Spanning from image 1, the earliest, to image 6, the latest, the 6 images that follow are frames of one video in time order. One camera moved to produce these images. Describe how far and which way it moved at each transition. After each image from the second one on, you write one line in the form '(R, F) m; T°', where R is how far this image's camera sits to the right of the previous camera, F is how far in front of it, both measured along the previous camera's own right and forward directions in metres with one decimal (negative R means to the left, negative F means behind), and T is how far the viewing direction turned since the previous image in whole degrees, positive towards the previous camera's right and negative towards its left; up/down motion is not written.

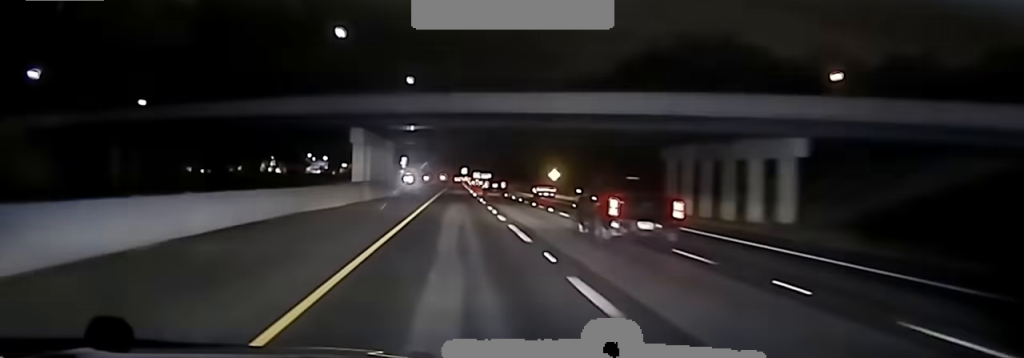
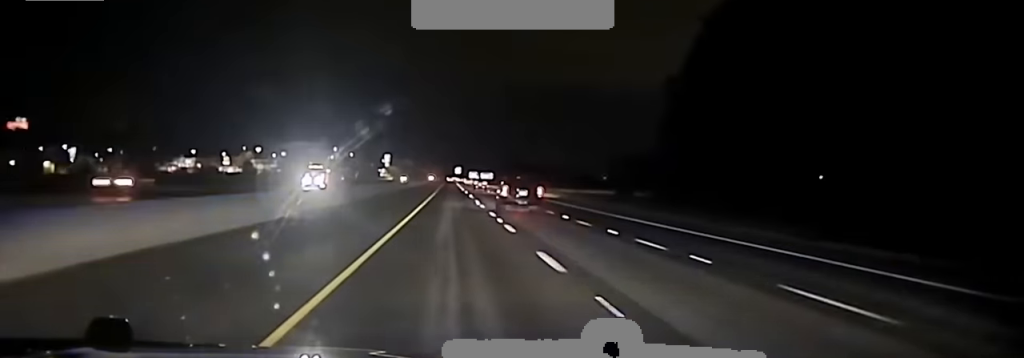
(-0.1, +135.4) m; +1°
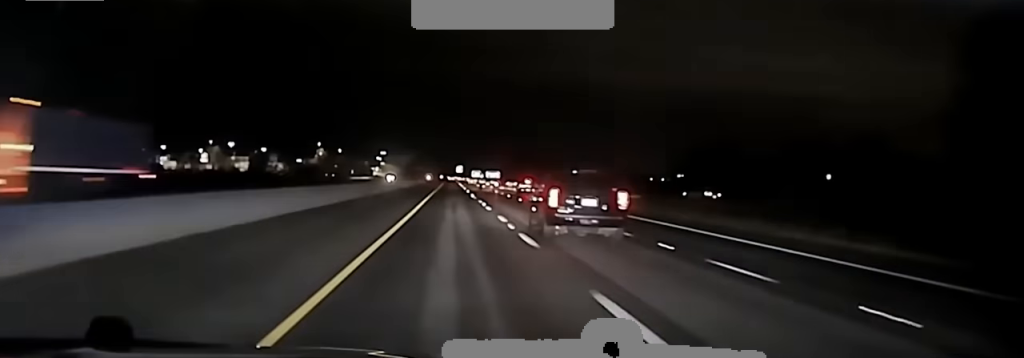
(+0.5, +61.1) m; 0°
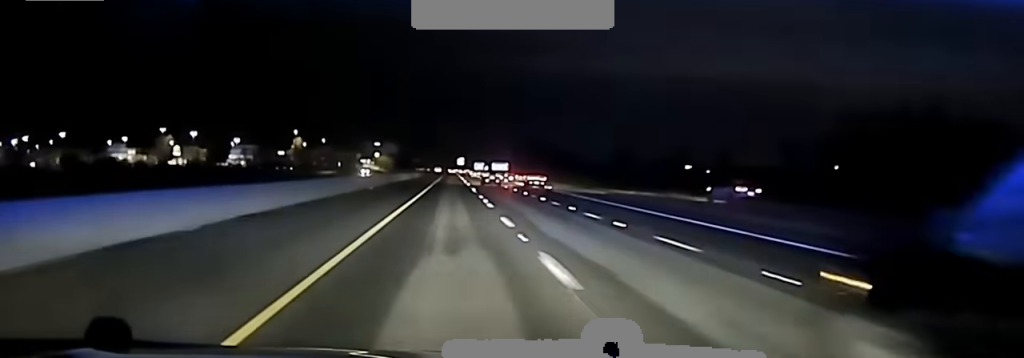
(0.0, +52.4) m; 0°
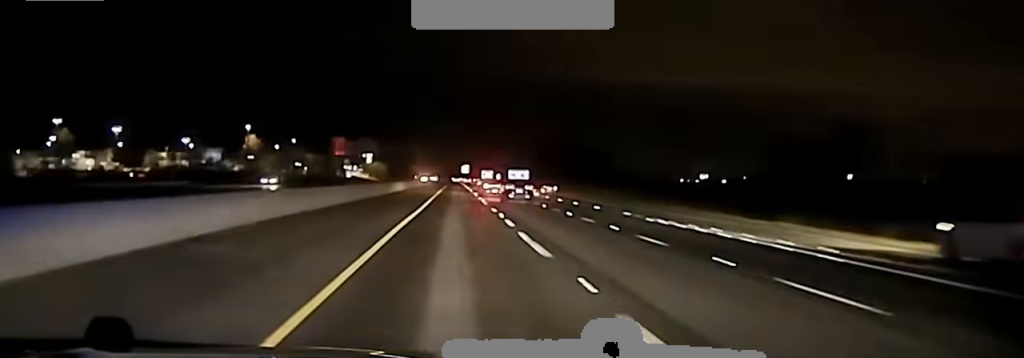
(+0.1, +81.7) m; 0°
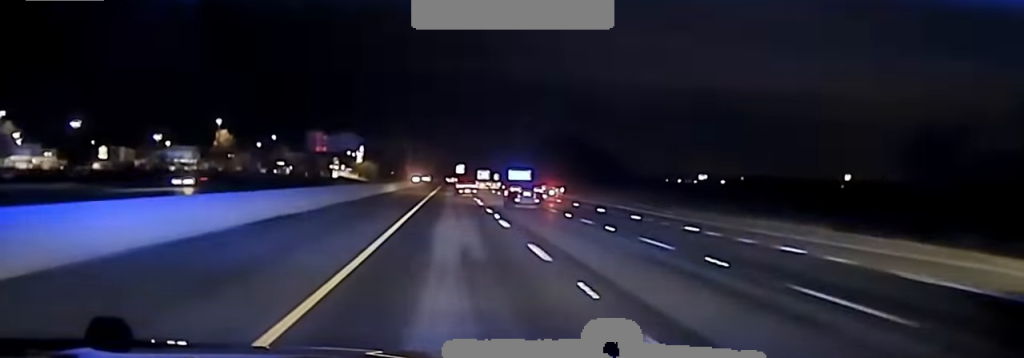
(0.0, +24.2) m; 0°
